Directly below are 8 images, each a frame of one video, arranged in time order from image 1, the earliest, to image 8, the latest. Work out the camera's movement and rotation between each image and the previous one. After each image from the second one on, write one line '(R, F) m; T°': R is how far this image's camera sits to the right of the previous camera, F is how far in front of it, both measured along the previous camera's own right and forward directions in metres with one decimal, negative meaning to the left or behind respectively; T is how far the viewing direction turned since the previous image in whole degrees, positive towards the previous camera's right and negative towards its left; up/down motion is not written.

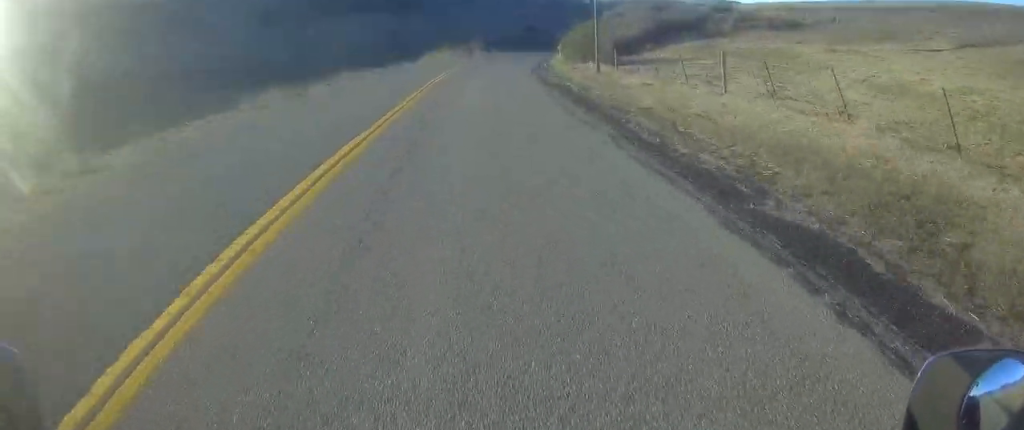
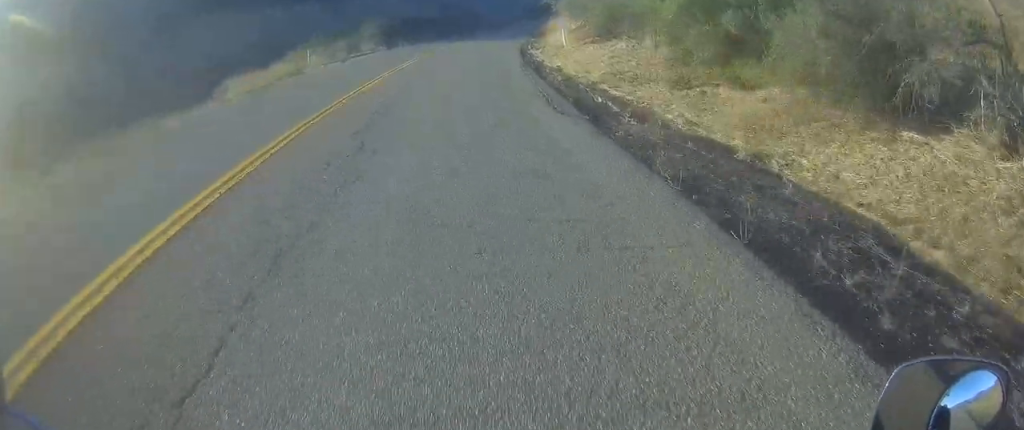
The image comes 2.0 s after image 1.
(+2.5, +42.3) m; +6°
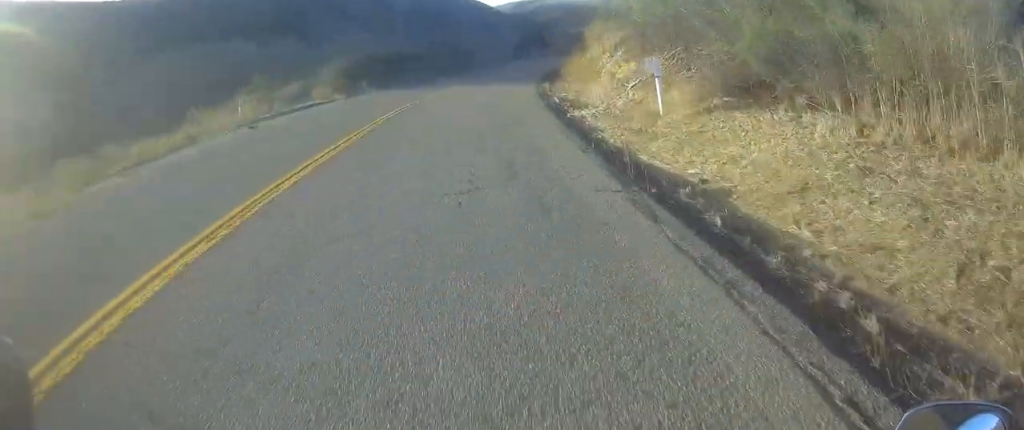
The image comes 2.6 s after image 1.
(+0.1, +13.7) m; +2°
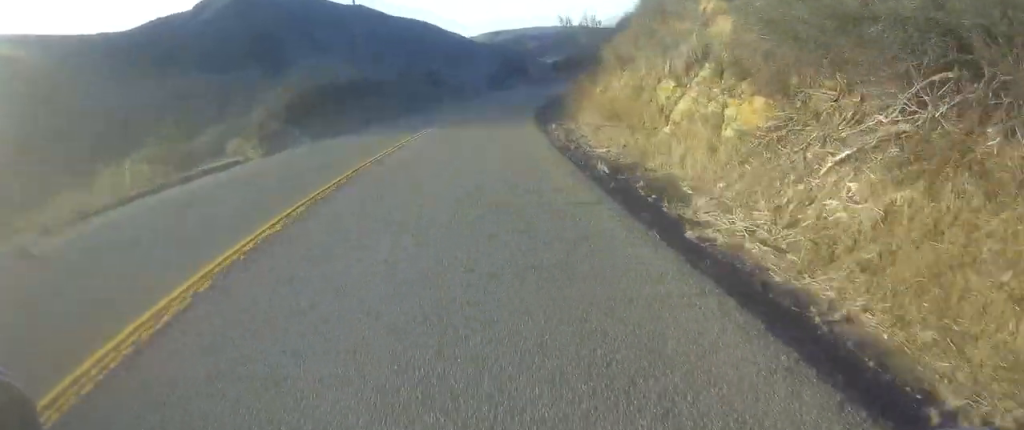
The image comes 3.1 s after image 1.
(-0.3, +10.8) m; +2°
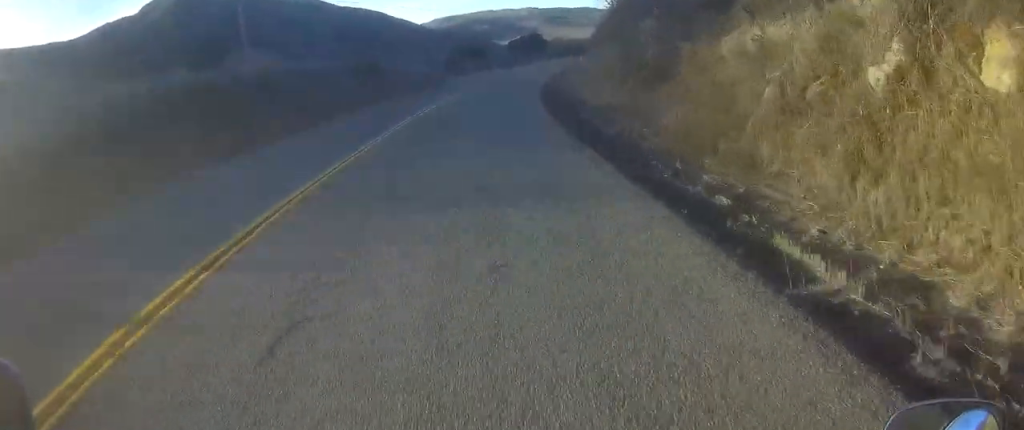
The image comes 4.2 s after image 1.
(+1.4, +21.8) m; +7°
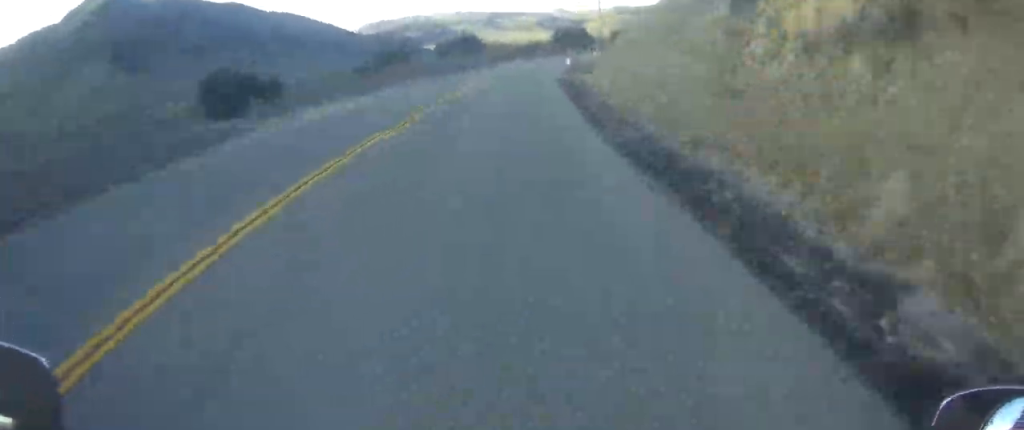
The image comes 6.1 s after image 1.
(+2.1, +41.1) m; +6°
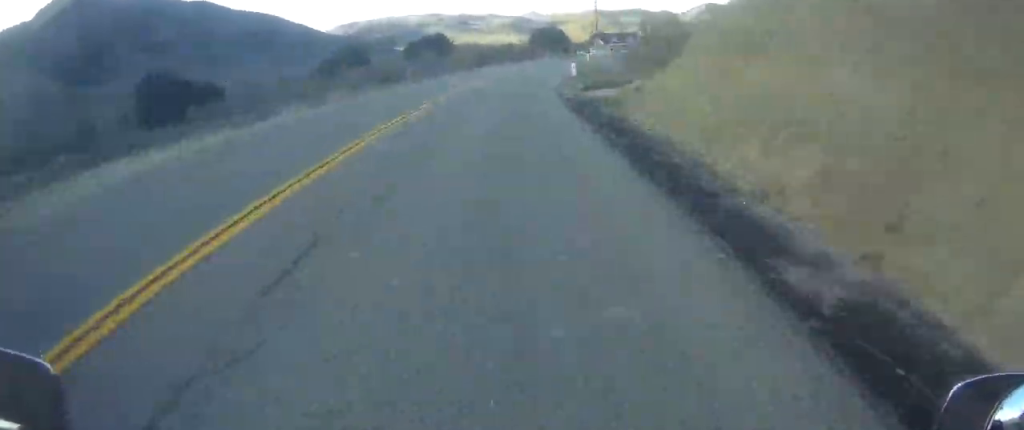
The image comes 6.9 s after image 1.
(+0.7, +16.2) m; +4°
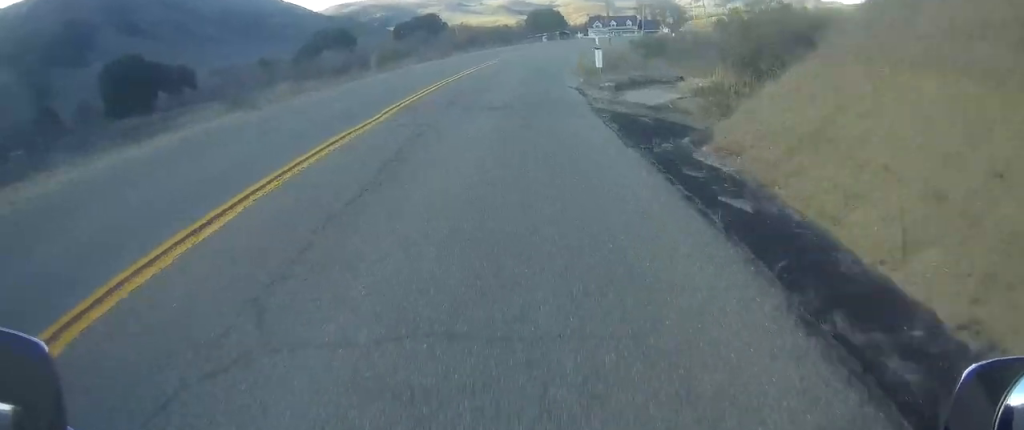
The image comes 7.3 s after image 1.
(+0.2, +9.2) m; +3°
